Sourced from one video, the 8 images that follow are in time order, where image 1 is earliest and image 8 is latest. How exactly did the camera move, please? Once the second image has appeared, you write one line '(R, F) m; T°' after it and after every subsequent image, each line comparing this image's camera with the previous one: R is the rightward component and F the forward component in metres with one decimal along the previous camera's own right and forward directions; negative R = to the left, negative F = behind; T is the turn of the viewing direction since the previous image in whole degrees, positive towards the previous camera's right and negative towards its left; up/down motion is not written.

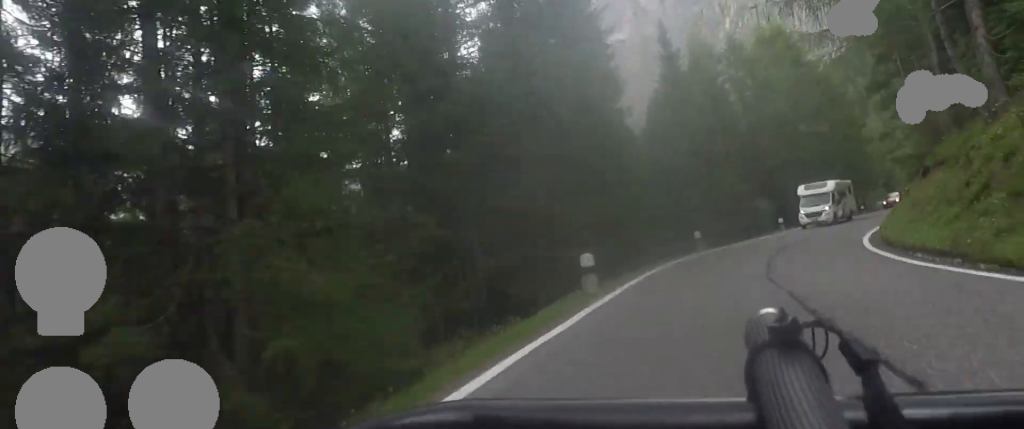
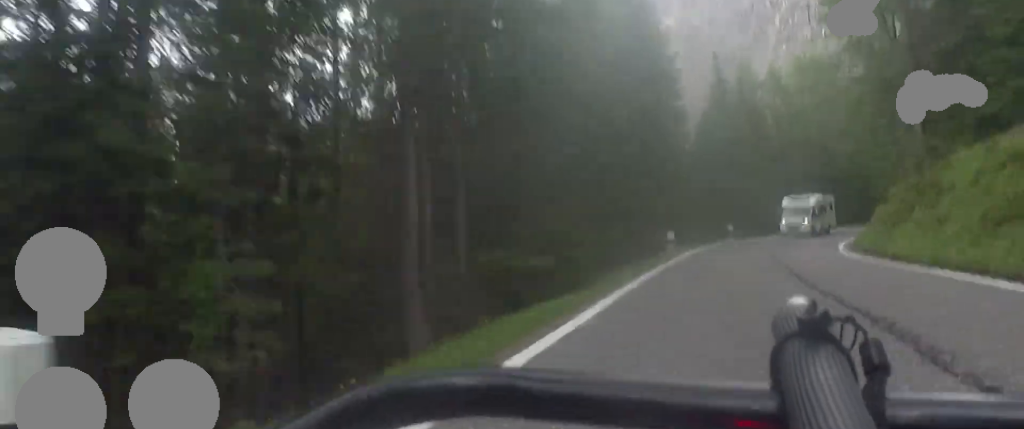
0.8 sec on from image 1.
(-0.4, +12.3) m; -4°
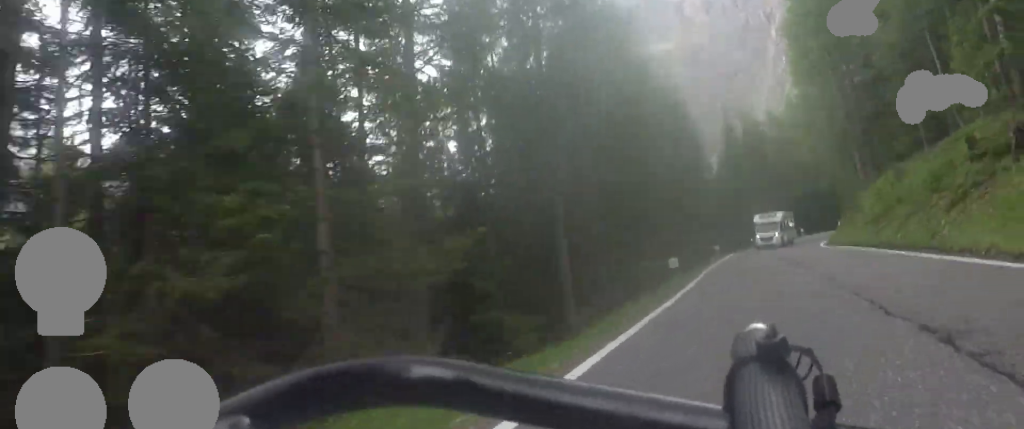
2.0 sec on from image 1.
(-0.9, +19.6) m; -6°
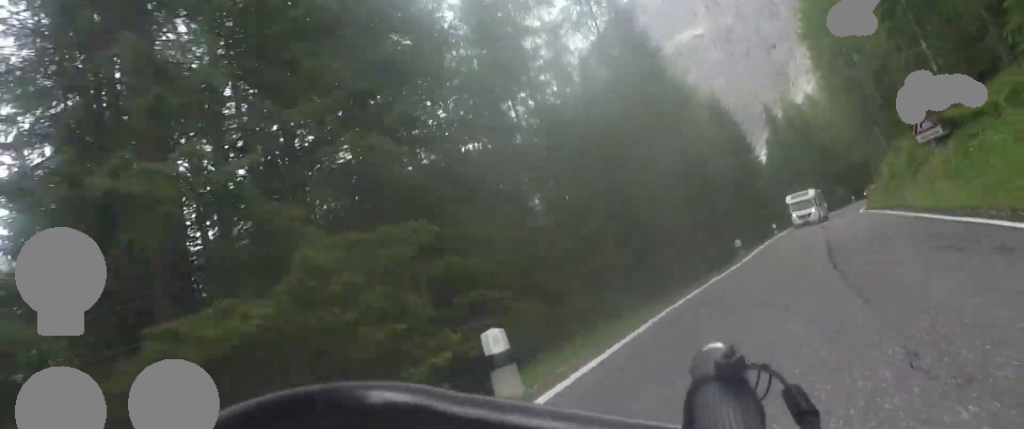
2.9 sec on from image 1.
(-0.4, +12.2) m; -5°
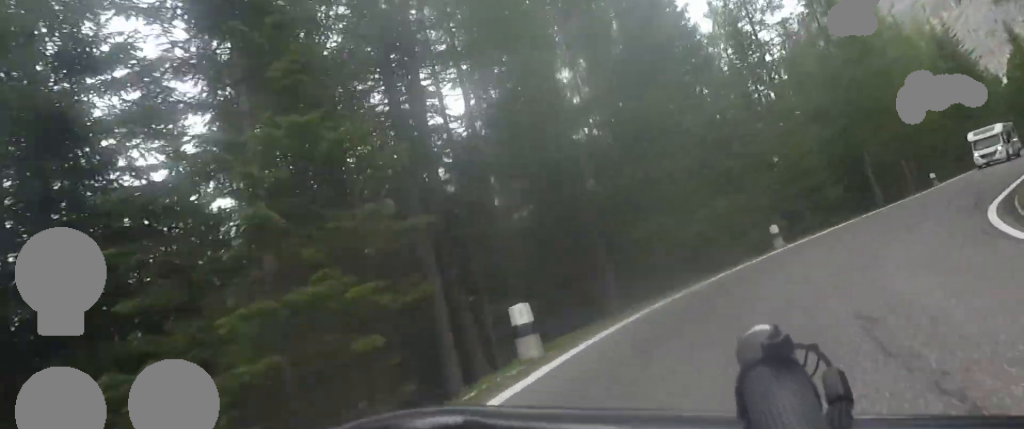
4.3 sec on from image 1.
(-1.4, +18.0) m; -15°
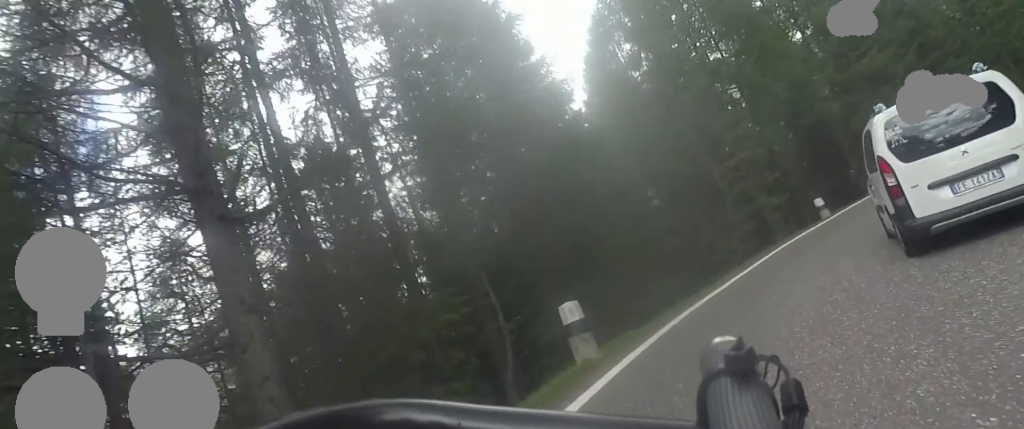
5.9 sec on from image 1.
(-5.1, +16.1) m; -32°
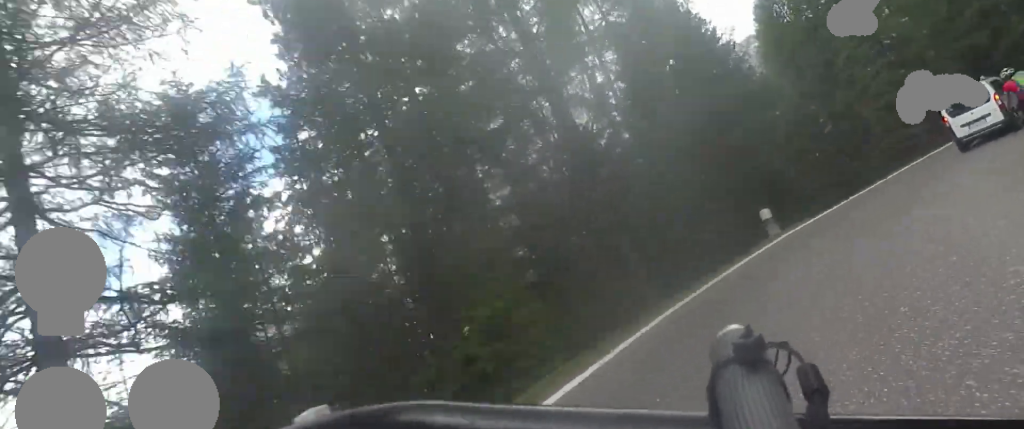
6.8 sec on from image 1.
(-1.5, +10.5) m; -13°
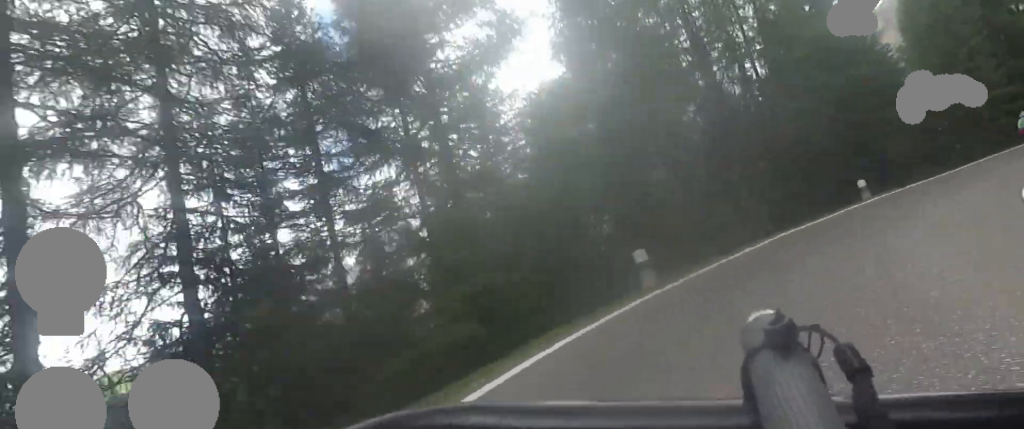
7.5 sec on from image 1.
(-0.4, +8.5) m; -7°
